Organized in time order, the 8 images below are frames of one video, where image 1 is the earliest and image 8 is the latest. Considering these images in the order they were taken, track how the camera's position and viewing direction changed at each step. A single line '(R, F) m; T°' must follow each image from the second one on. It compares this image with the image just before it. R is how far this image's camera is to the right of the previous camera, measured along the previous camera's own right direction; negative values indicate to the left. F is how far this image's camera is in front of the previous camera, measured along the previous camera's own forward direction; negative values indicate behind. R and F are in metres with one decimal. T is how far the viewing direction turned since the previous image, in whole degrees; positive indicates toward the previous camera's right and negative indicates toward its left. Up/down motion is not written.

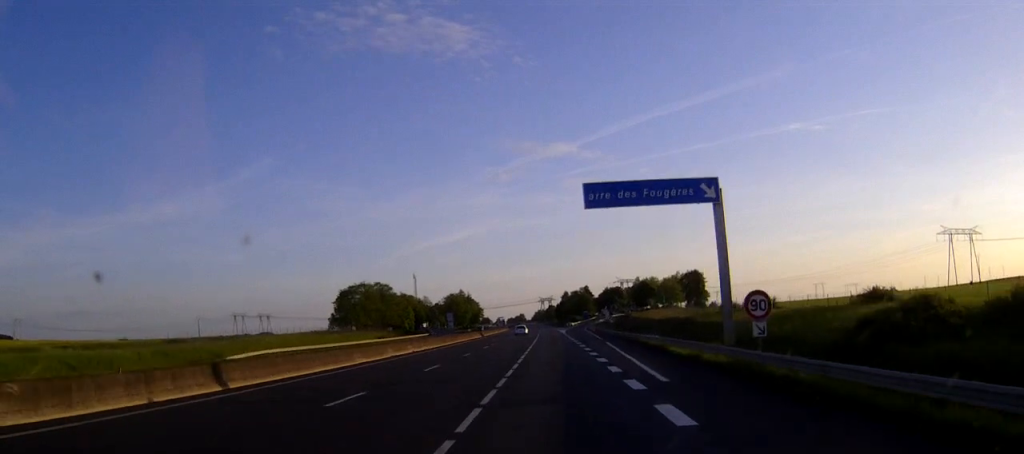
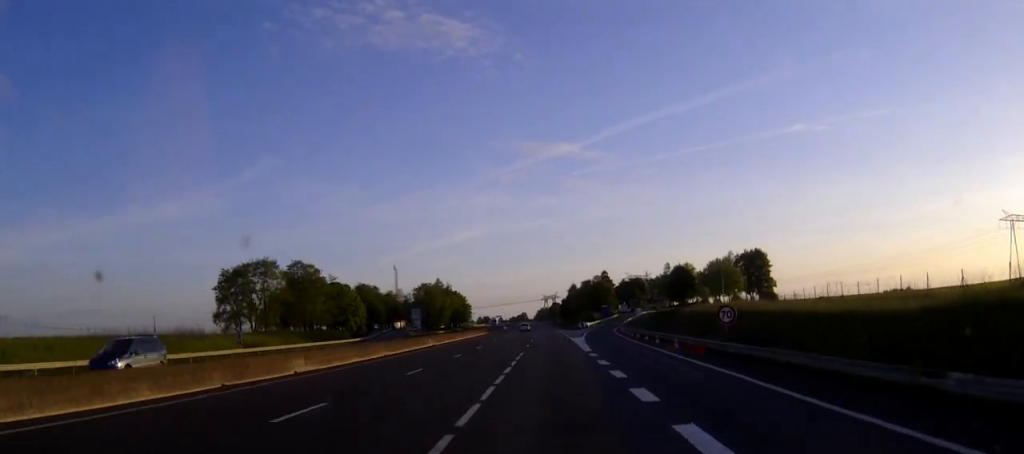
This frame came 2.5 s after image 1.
(-0.2, +68.1) m; 0°
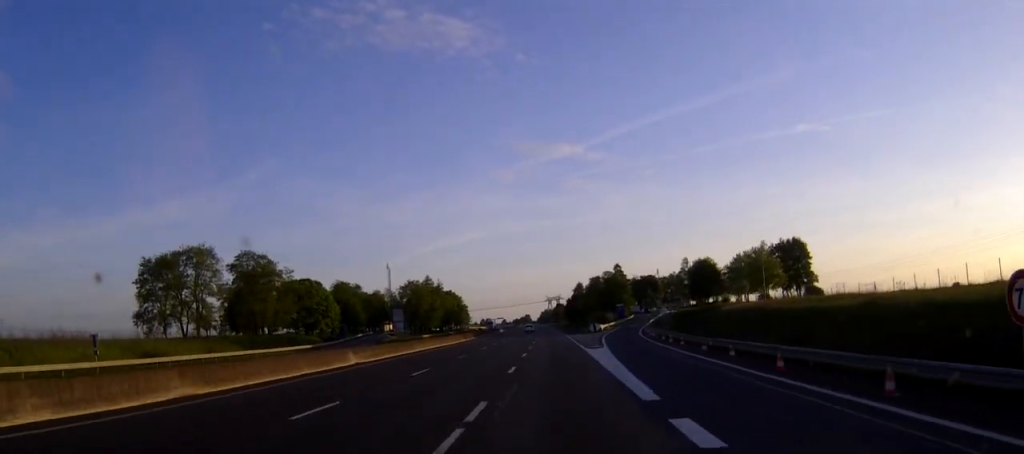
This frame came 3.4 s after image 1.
(0.0, +25.3) m; 0°
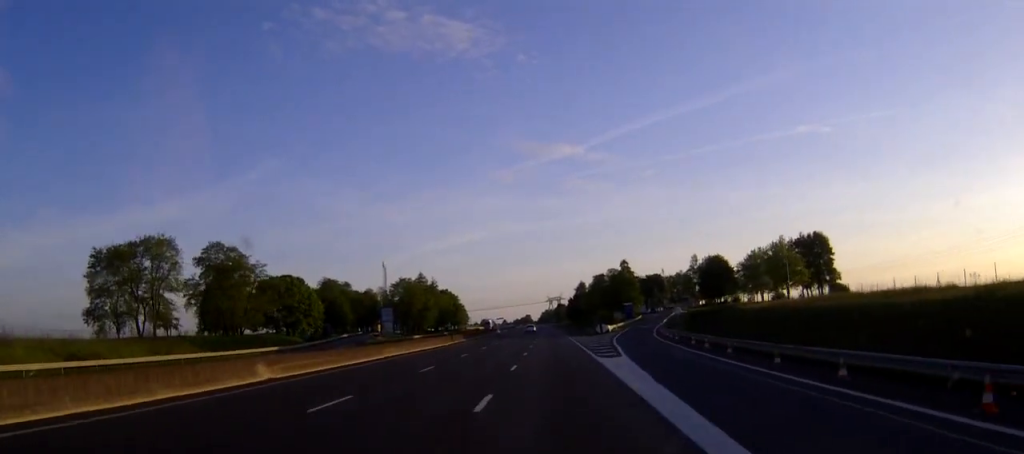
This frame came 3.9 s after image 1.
(0.0, +11.8) m; 0°
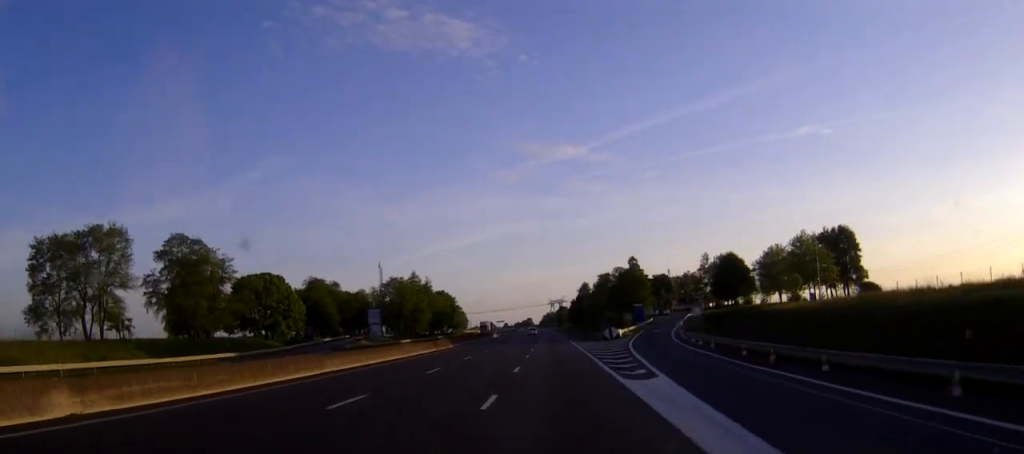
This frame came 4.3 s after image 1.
(0.0, +11.8) m; 0°
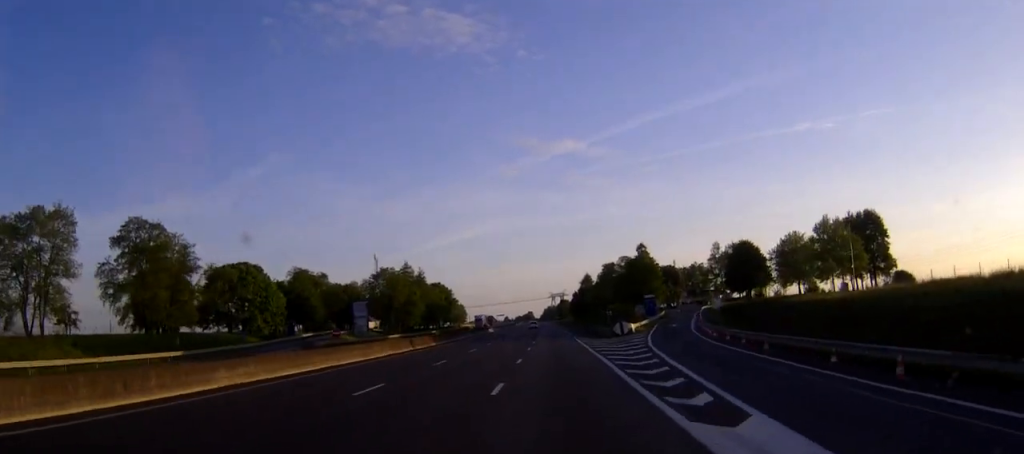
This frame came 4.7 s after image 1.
(0.0, +10.9) m; 0°
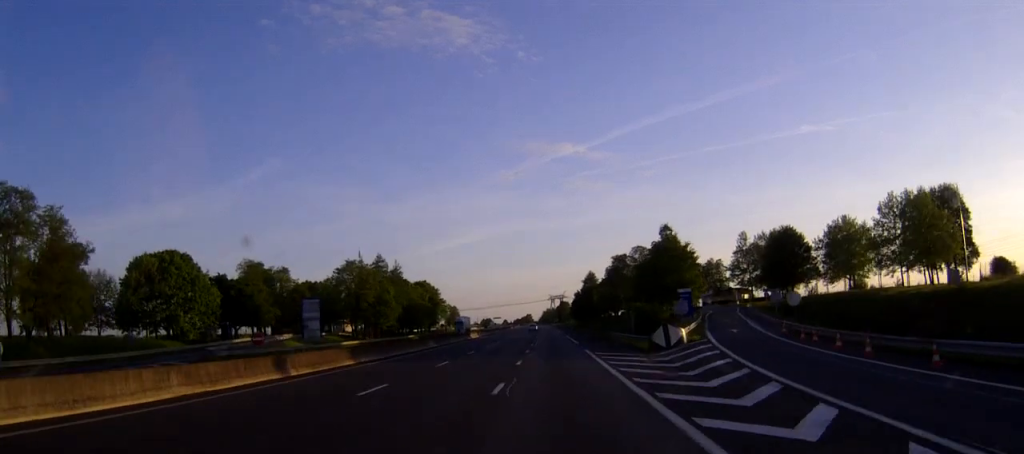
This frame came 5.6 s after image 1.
(0.0, +25.5) m; 0°
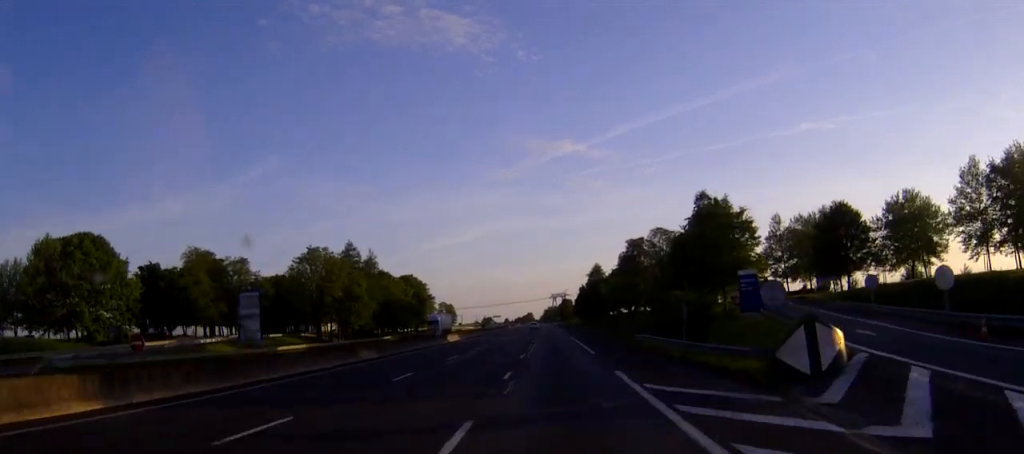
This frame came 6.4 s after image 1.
(-0.1, +21.7) m; 0°
